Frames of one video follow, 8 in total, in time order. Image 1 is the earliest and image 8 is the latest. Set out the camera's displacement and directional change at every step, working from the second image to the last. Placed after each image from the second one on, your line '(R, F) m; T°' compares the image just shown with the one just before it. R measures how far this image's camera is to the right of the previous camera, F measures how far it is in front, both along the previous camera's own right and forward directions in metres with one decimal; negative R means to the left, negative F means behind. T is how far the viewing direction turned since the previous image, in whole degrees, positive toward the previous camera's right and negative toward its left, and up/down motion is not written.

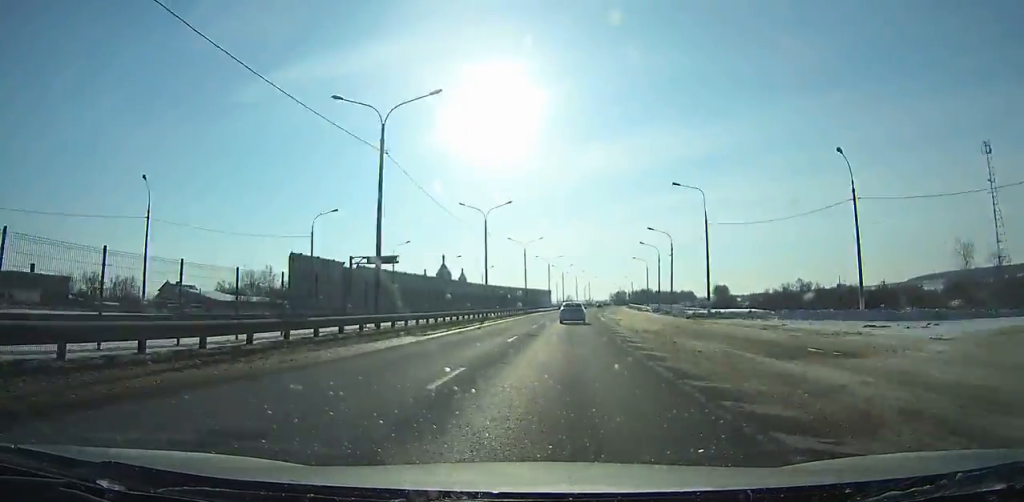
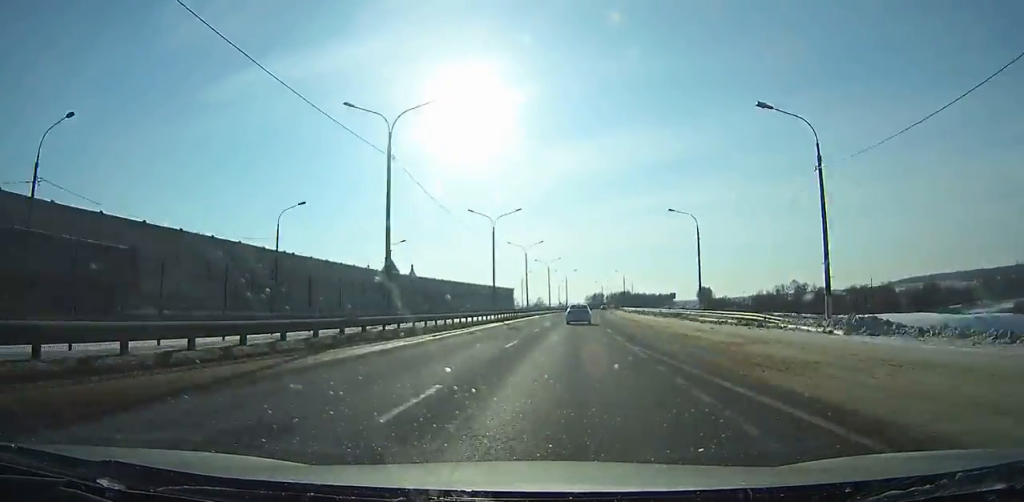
(+1.3, +62.0) m; +3°
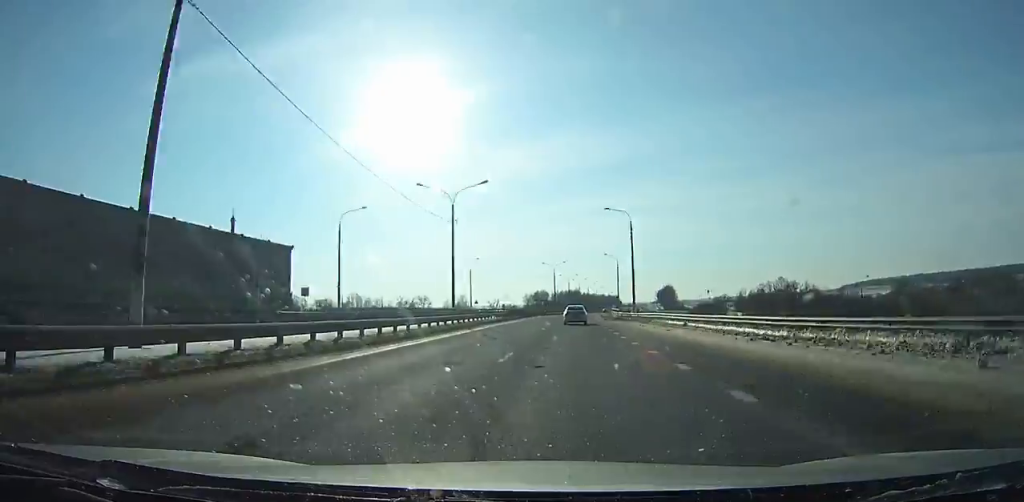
(+6.2, +111.6) m; +6°
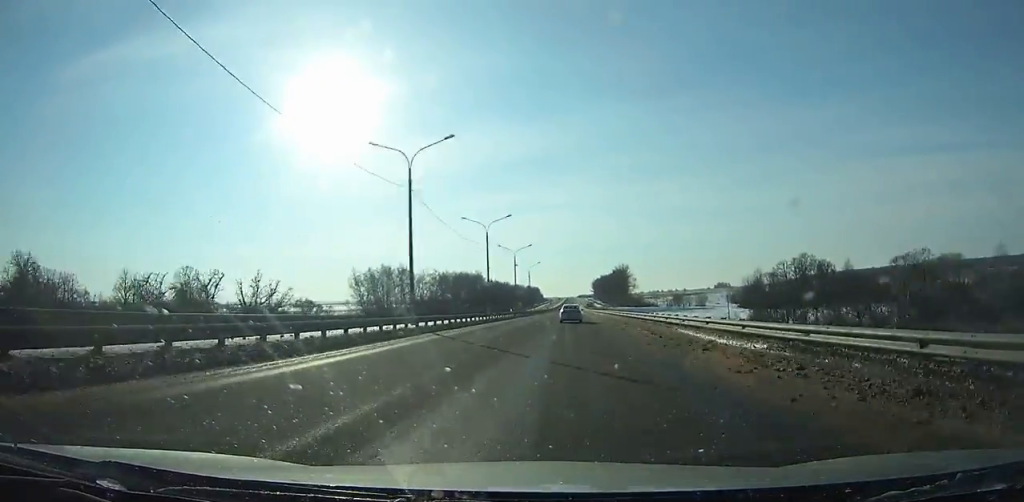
(+13.0, +185.9) m; +7°
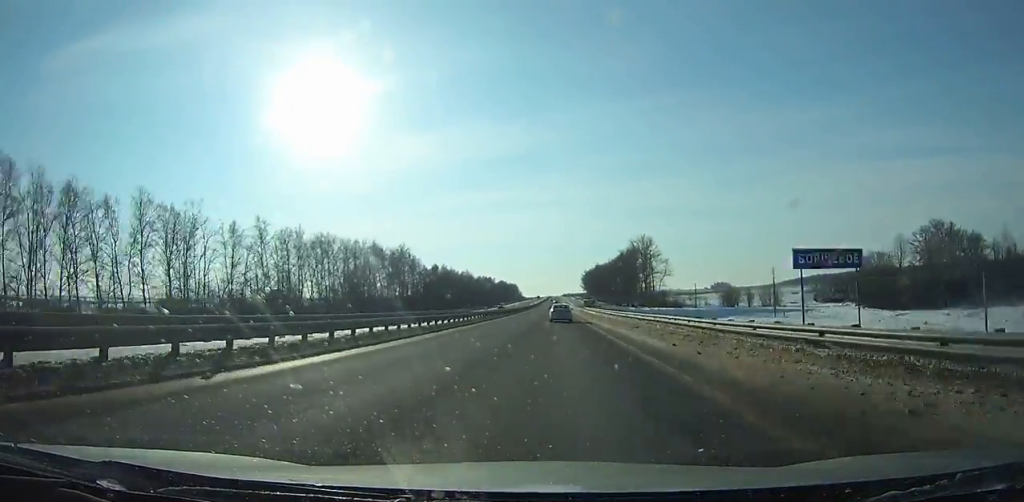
(+1.8, +125.6) m; +1°
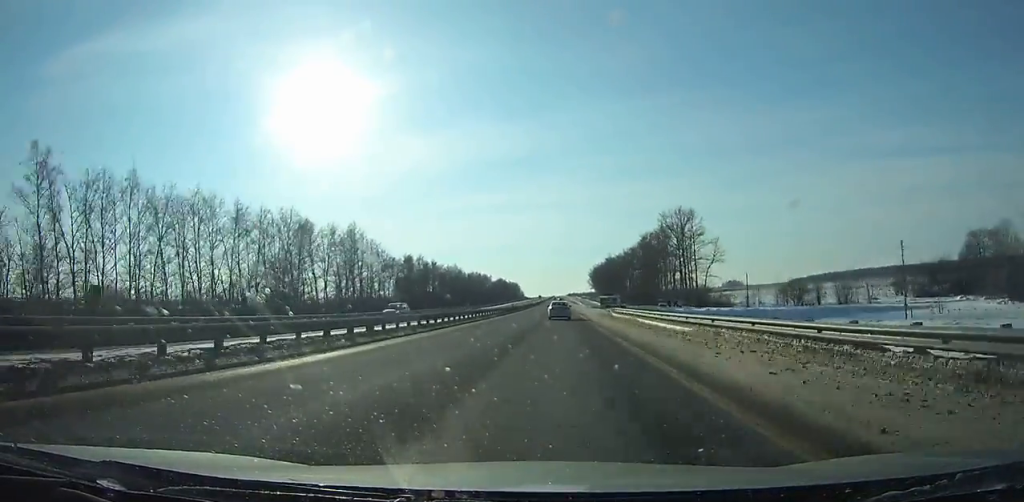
(-0.1, +51.1) m; 0°
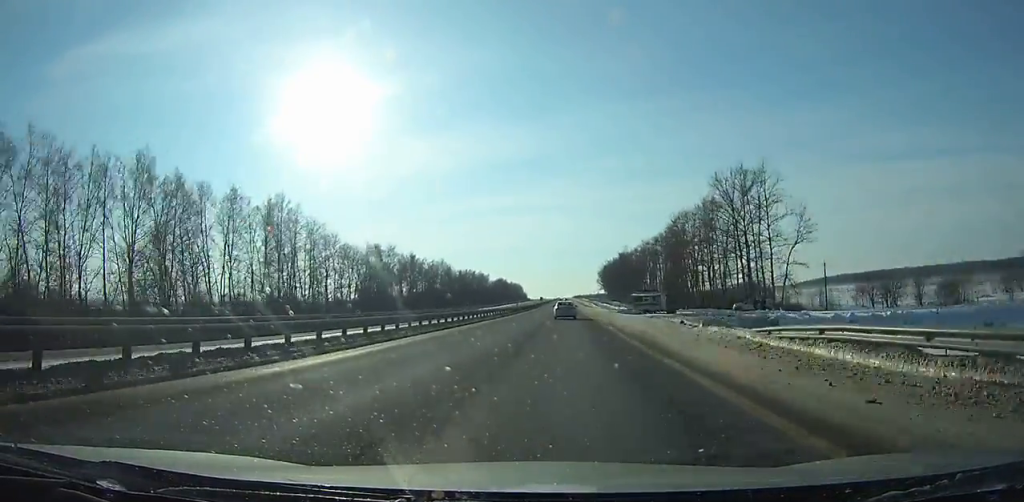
(-0.1, +42.1) m; 0°
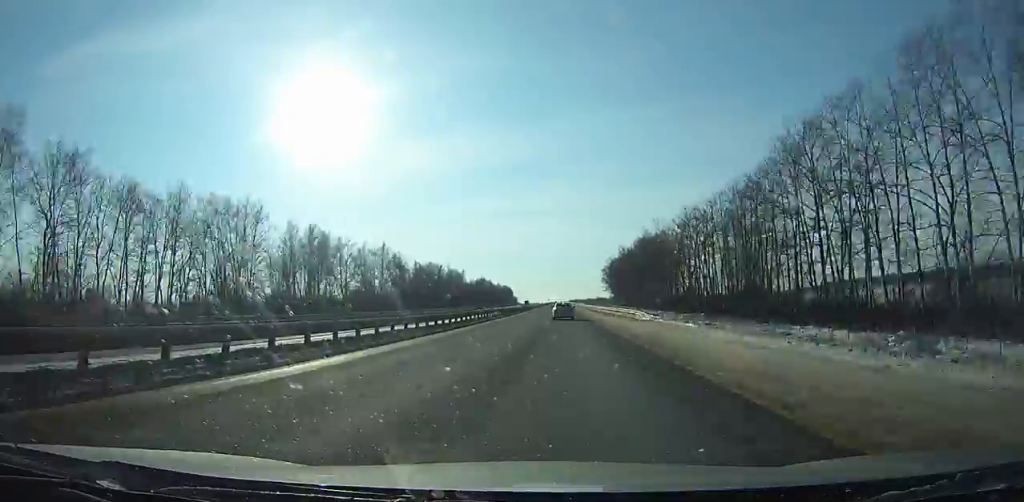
(+0.1, +78.2) m; 0°
